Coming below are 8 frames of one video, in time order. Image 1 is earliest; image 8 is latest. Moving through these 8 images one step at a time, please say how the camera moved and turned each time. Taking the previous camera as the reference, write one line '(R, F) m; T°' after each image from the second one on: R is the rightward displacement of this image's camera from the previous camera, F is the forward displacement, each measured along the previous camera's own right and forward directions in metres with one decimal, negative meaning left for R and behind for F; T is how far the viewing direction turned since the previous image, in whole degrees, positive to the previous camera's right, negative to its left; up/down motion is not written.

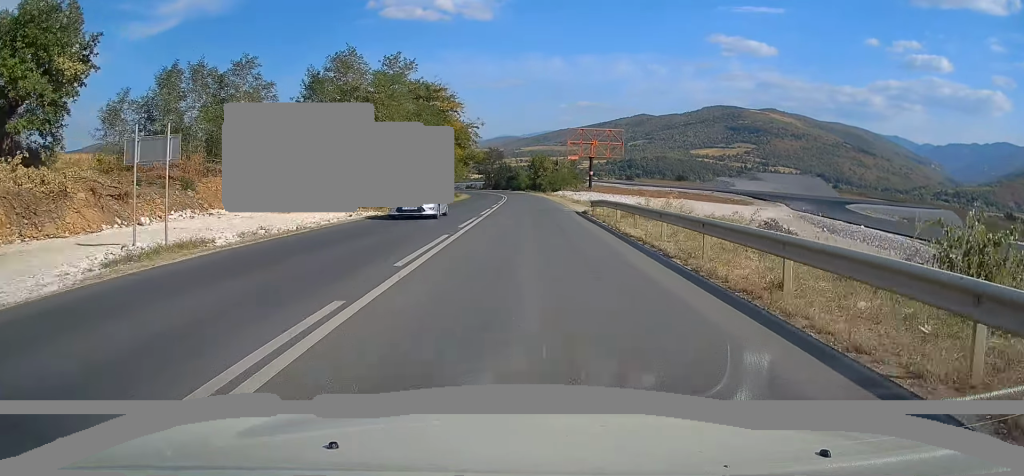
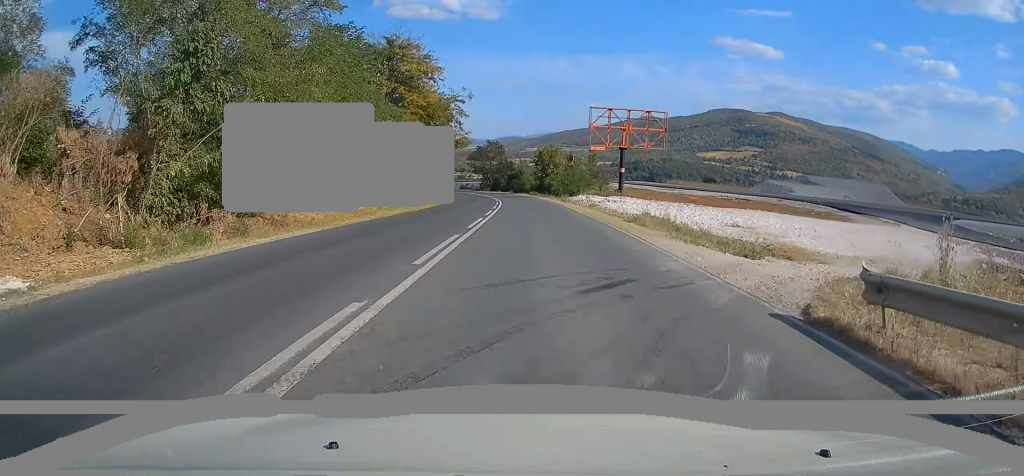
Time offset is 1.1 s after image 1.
(0.0, +26.3) m; 0°
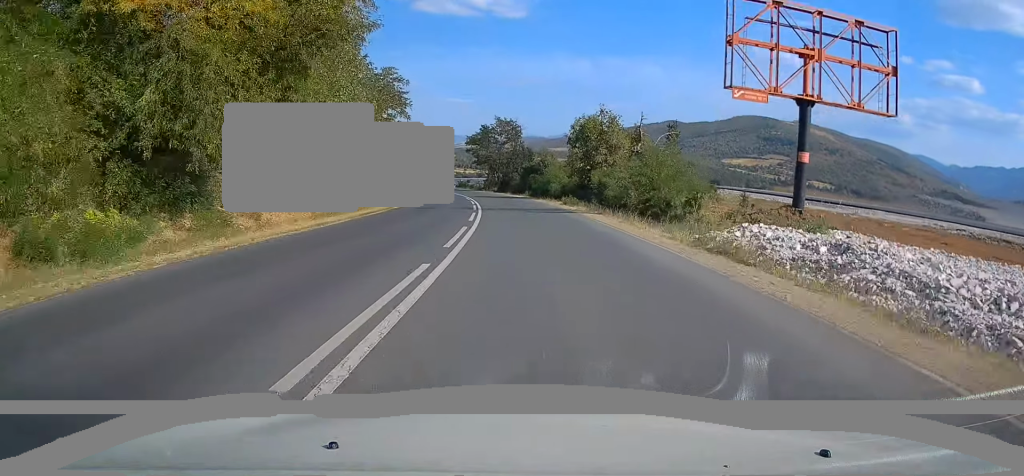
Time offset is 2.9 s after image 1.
(0.0, +41.8) m; -2°
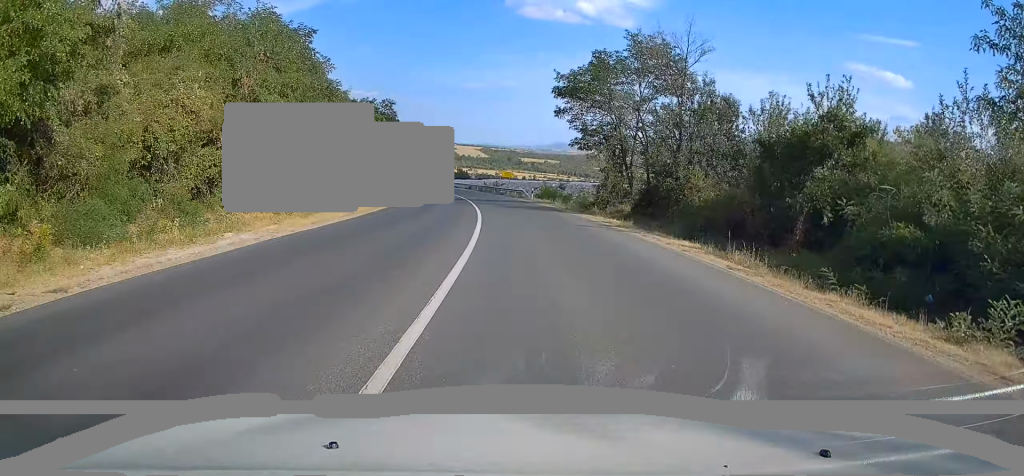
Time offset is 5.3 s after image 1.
(-3.9, +54.9) m; -8°
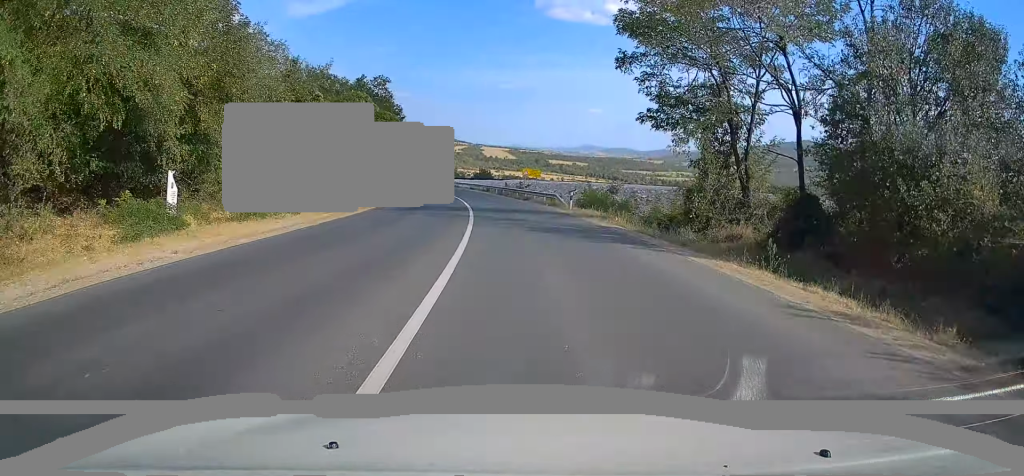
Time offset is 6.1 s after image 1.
(-0.4, +16.8) m; -3°
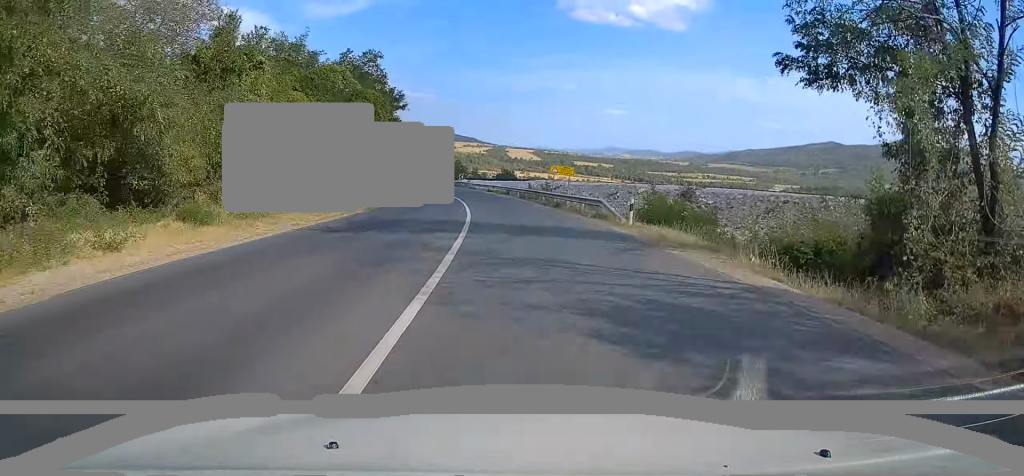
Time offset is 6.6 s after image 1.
(-0.2, +12.1) m; -3°
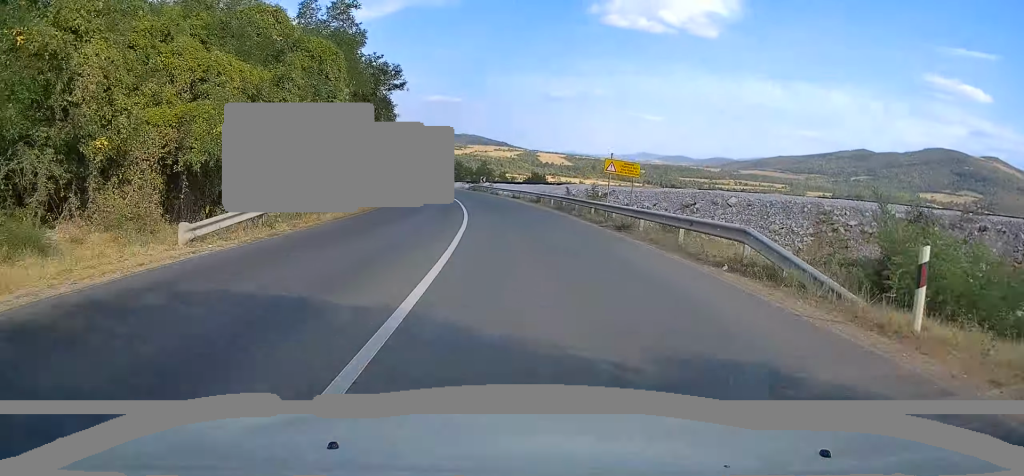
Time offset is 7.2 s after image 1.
(-0.5, +14.3) m; -2°
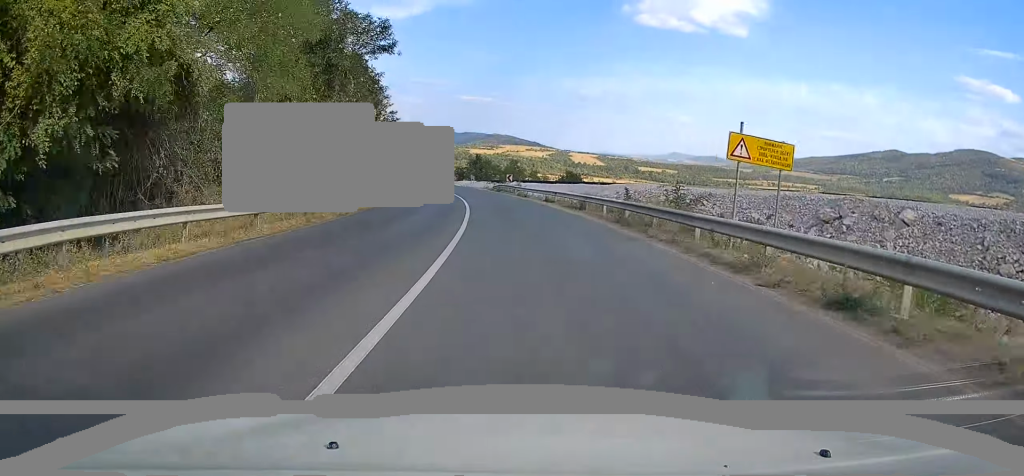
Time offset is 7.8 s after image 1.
(-0.2, +12.8) m; -2°
